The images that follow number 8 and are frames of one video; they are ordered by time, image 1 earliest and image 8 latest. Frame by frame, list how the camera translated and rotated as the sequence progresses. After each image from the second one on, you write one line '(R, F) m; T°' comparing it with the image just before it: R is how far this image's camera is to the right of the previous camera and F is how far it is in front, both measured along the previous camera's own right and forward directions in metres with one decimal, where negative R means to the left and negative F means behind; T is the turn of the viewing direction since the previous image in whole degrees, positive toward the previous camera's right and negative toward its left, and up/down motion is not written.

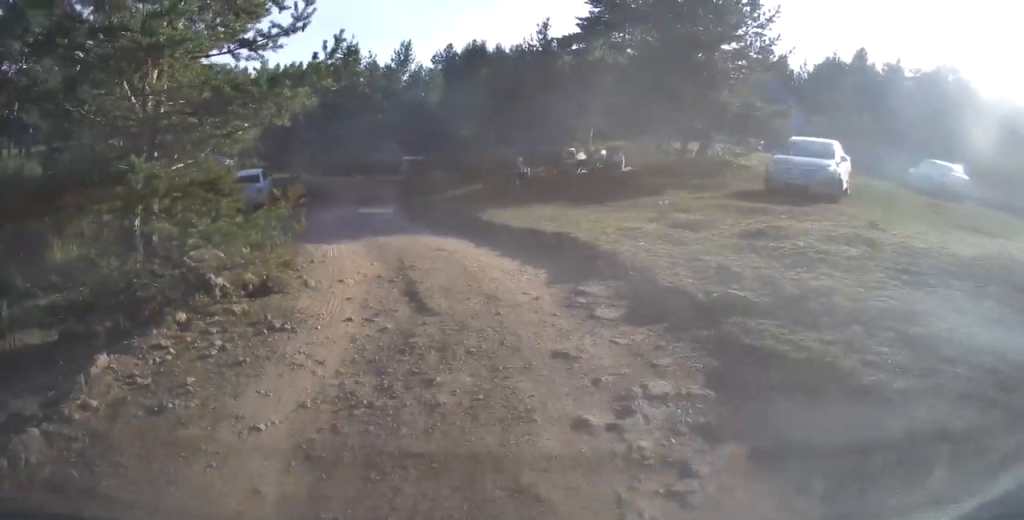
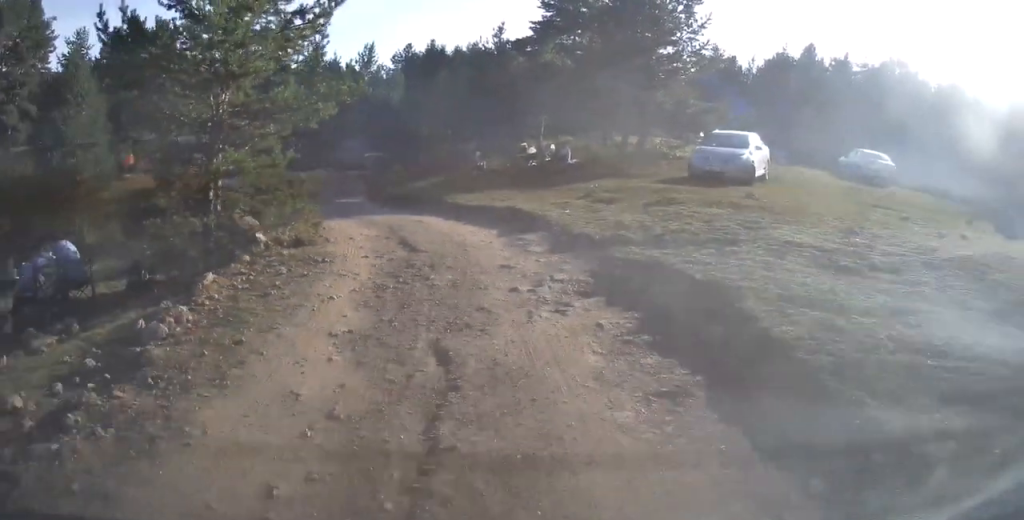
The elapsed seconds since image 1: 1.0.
(0.0, +2.2) m; +4°
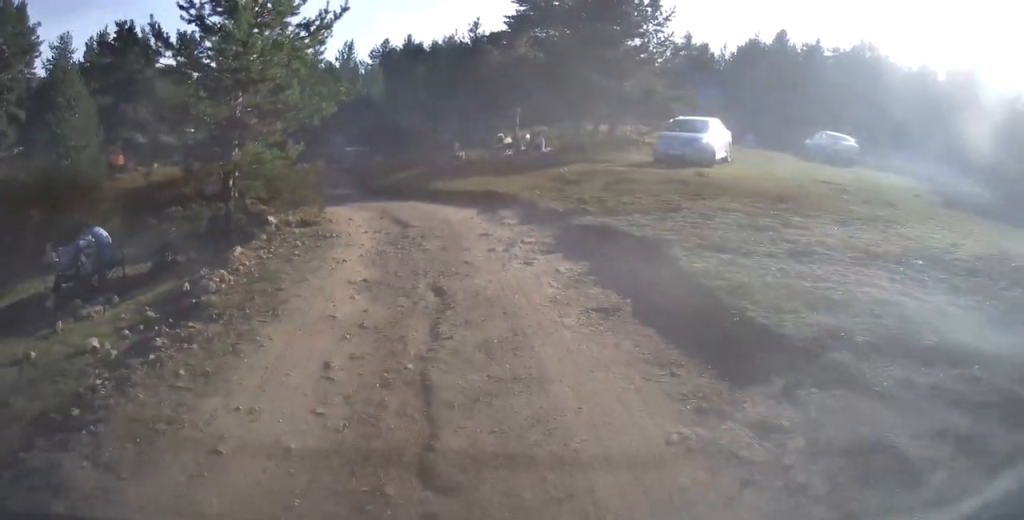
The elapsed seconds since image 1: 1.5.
(+0.1, +1.2) m; +1°
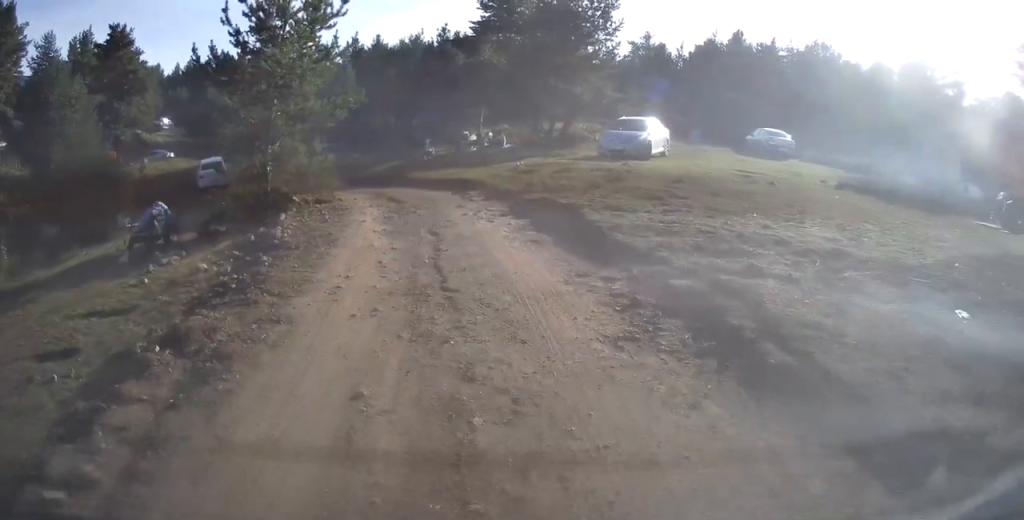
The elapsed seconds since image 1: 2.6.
(-0.1, +2.8) m; -1°
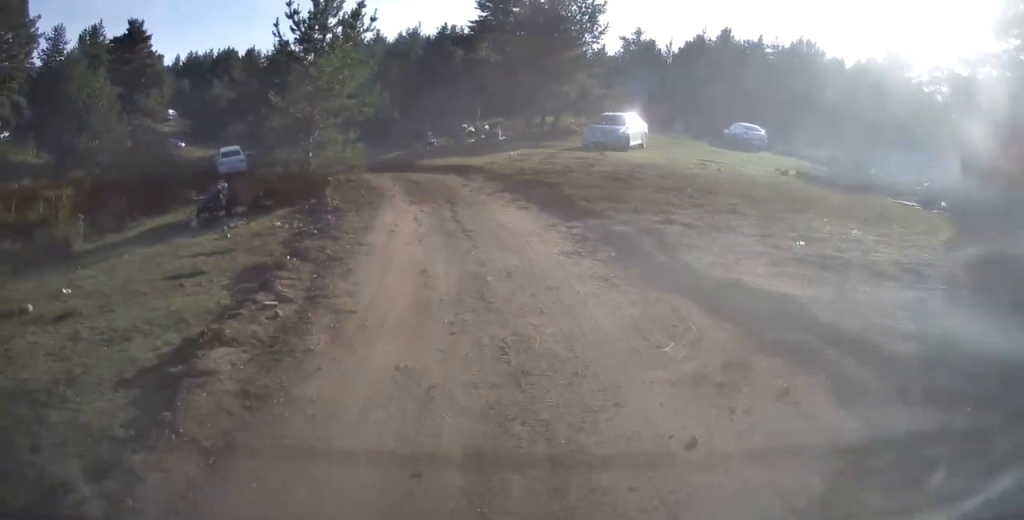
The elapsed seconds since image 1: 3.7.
(+0.1, +2.5) m; 0°
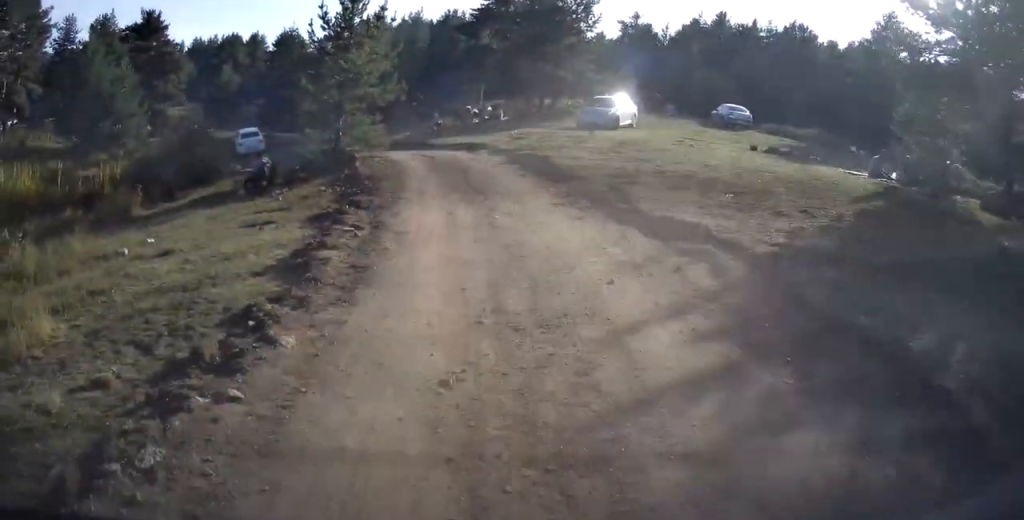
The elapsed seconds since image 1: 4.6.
(-0.1, +2.2) m; 0°
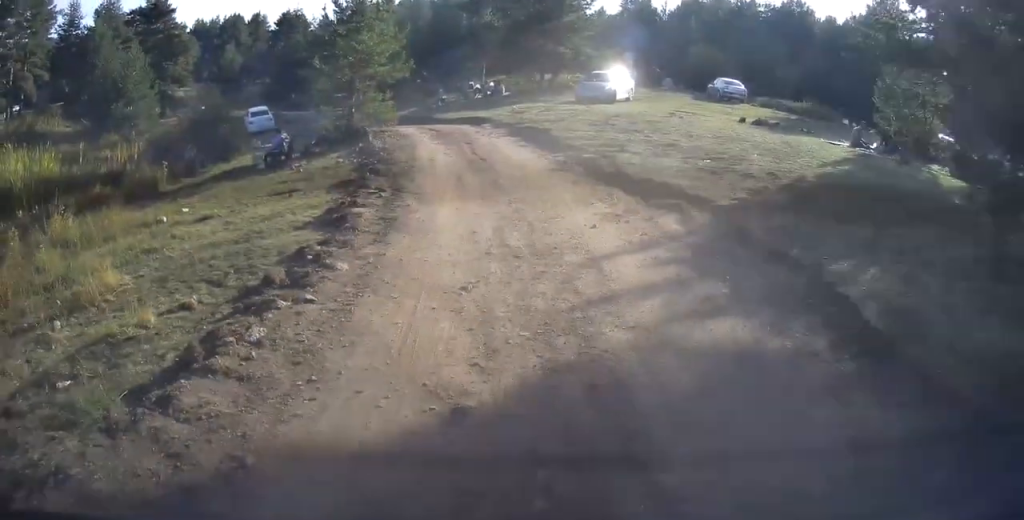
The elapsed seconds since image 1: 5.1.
(0.0, +1.2) m; 0°
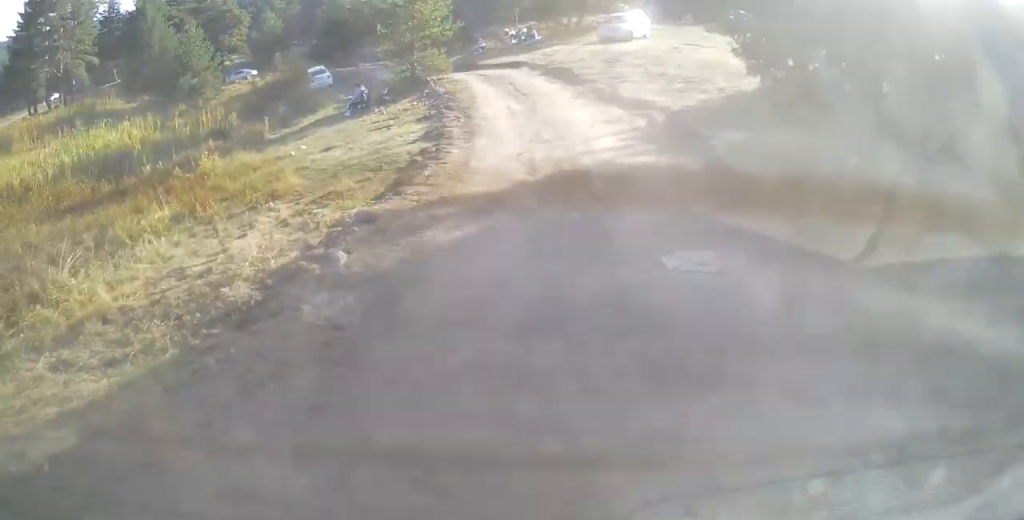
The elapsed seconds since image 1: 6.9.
(-0.1, +4.5) m; -2°
